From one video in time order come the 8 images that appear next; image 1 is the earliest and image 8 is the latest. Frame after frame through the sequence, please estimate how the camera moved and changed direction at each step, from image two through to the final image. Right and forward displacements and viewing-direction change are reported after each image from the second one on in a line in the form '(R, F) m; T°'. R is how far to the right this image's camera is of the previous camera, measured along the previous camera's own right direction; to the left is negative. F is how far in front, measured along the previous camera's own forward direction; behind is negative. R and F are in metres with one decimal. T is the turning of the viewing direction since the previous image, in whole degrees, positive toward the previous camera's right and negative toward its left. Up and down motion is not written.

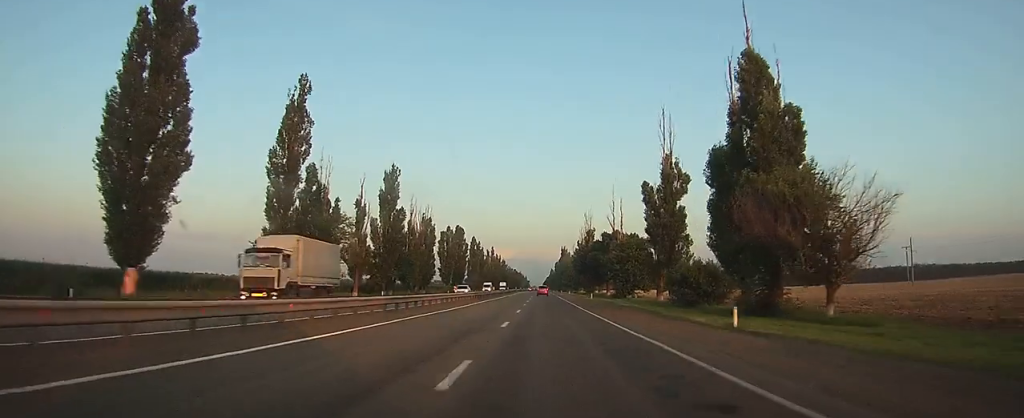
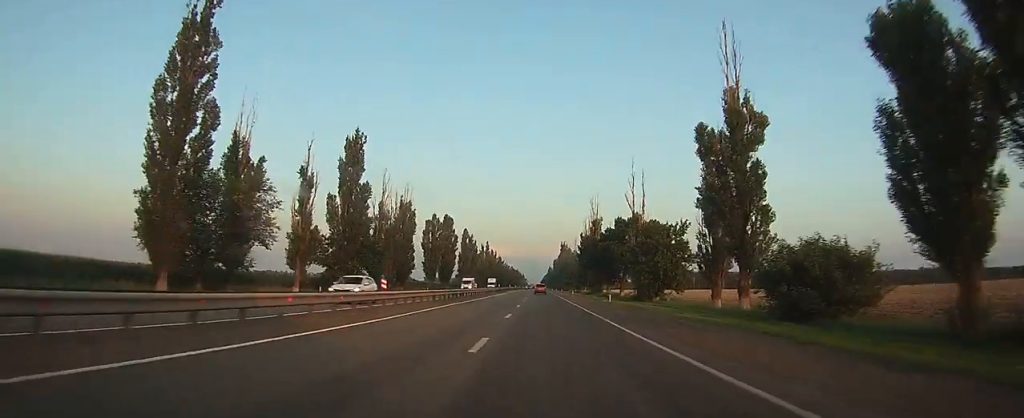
(-0.1, +20.0) m; 0°
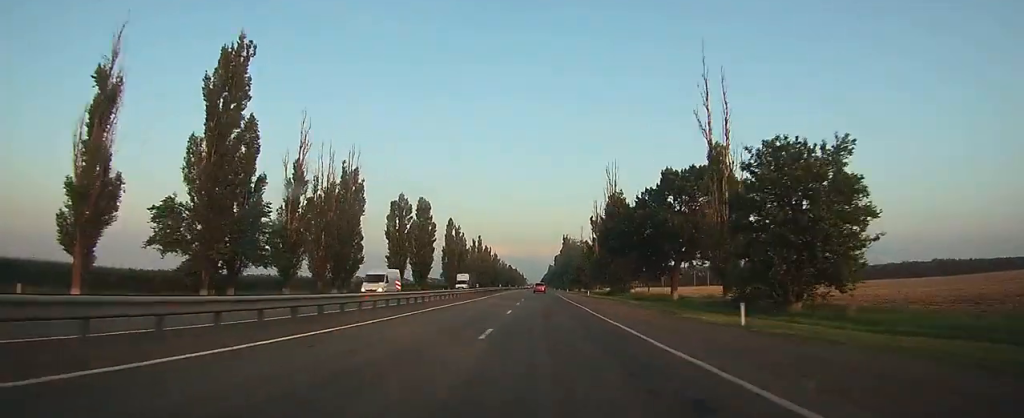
(-0.1, +32.9) m; 0°
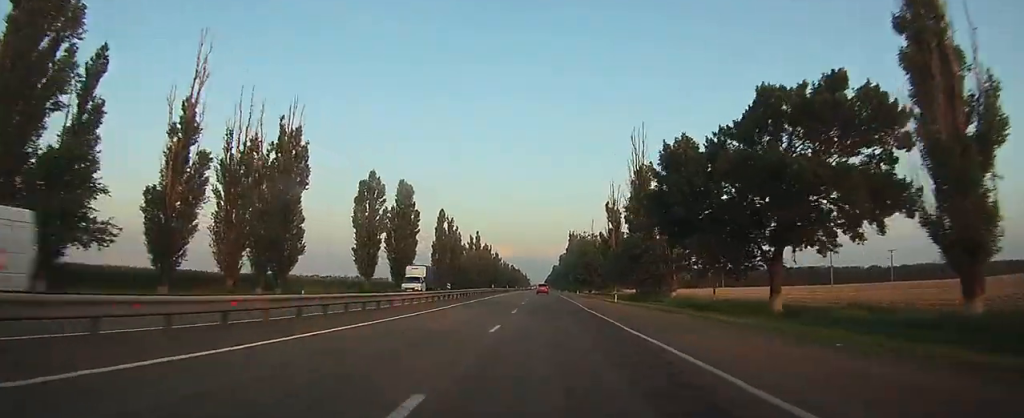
(0.0, +21.8) m; 0°
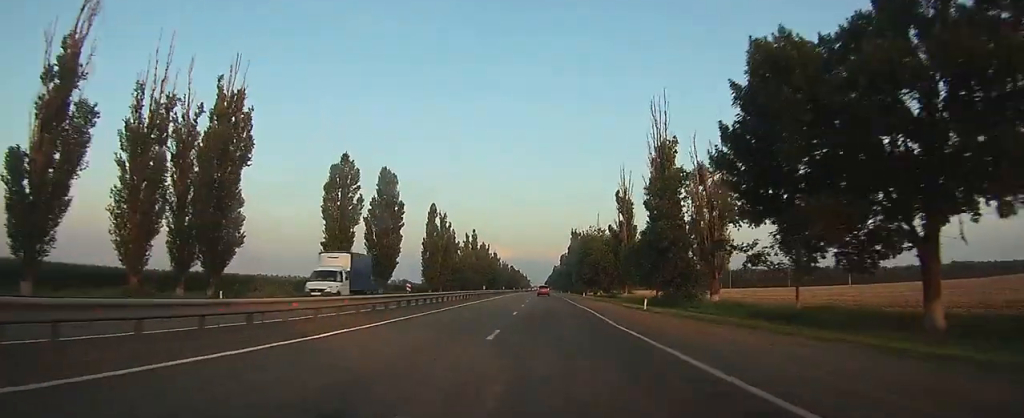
(0.0, +12.9) m; 0°
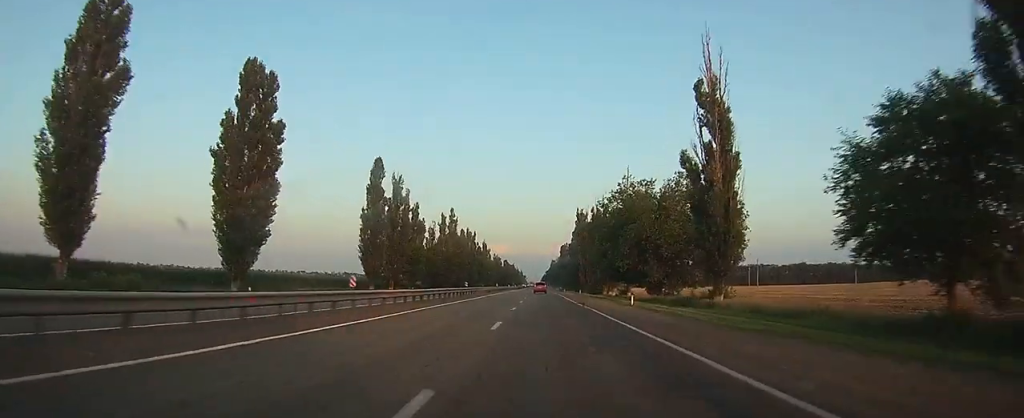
(-0.1, +46.3) m; 0°
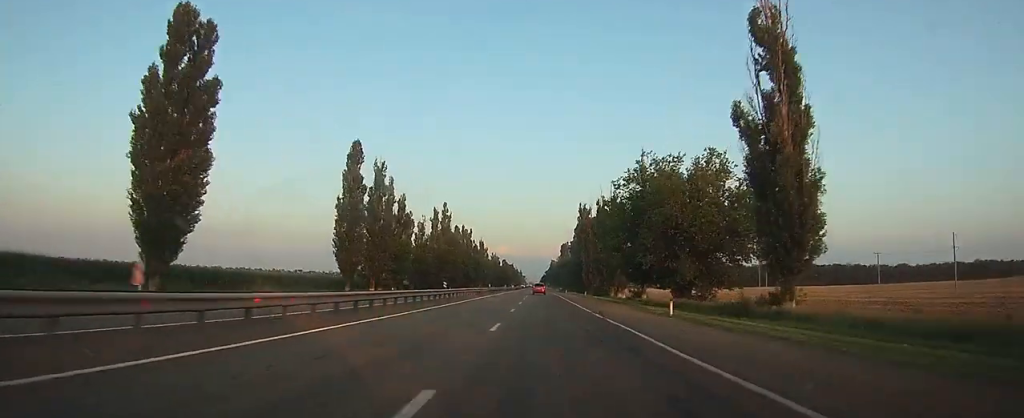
(0.0, +11.7) m; 0°
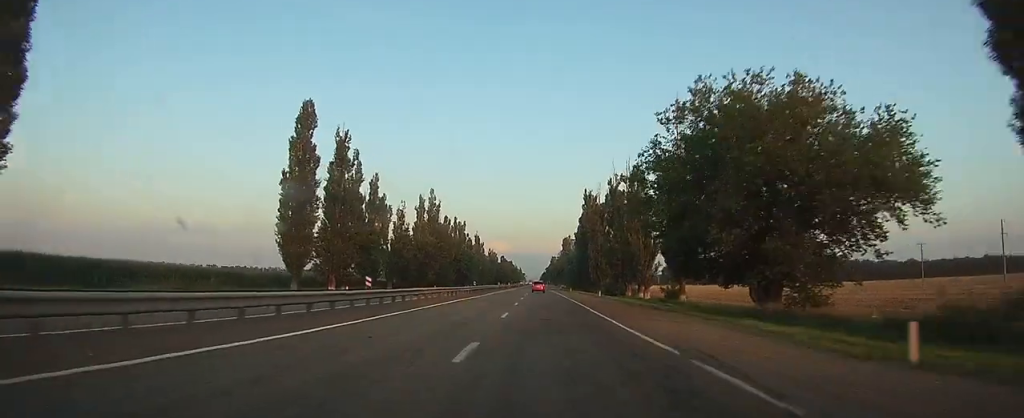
(+0.1, +18.4) m; 0°
